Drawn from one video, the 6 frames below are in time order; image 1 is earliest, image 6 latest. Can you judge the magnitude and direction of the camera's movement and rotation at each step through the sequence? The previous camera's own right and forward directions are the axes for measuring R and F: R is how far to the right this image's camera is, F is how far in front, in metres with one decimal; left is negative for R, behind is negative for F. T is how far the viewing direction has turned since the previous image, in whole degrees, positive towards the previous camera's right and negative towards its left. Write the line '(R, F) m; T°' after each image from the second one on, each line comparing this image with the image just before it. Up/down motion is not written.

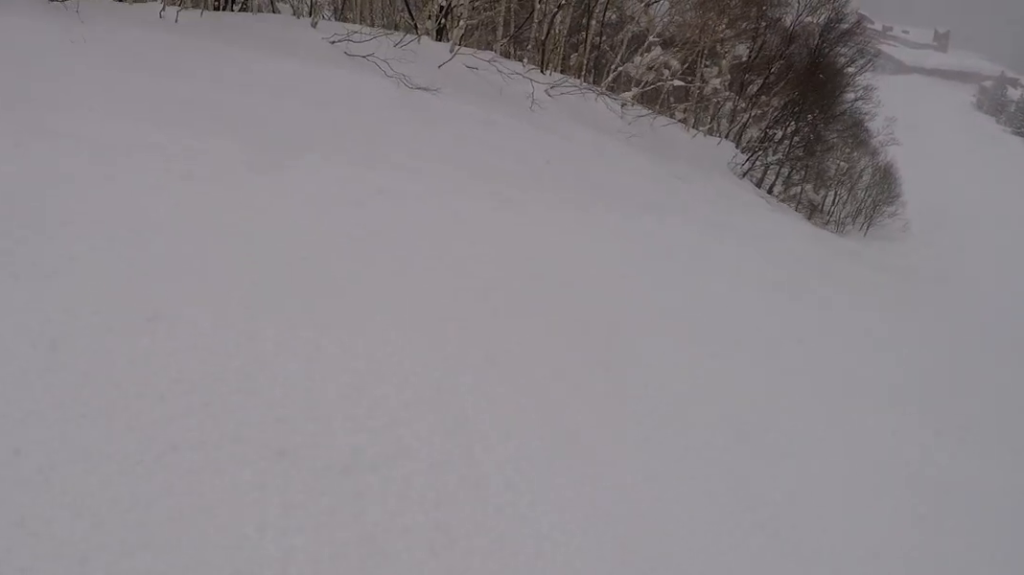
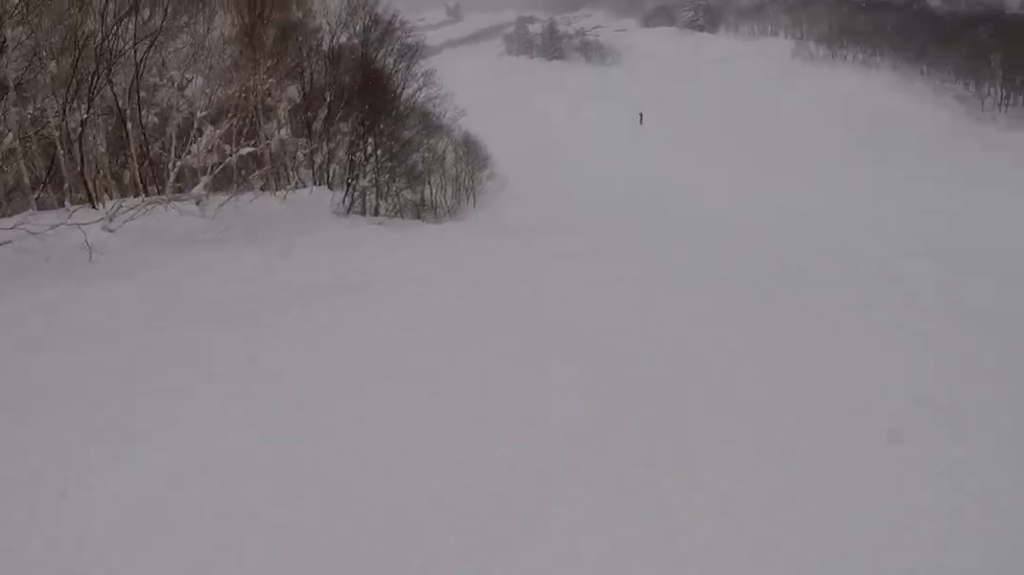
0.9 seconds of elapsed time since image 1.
(+0.3, +2.7) m; +37°
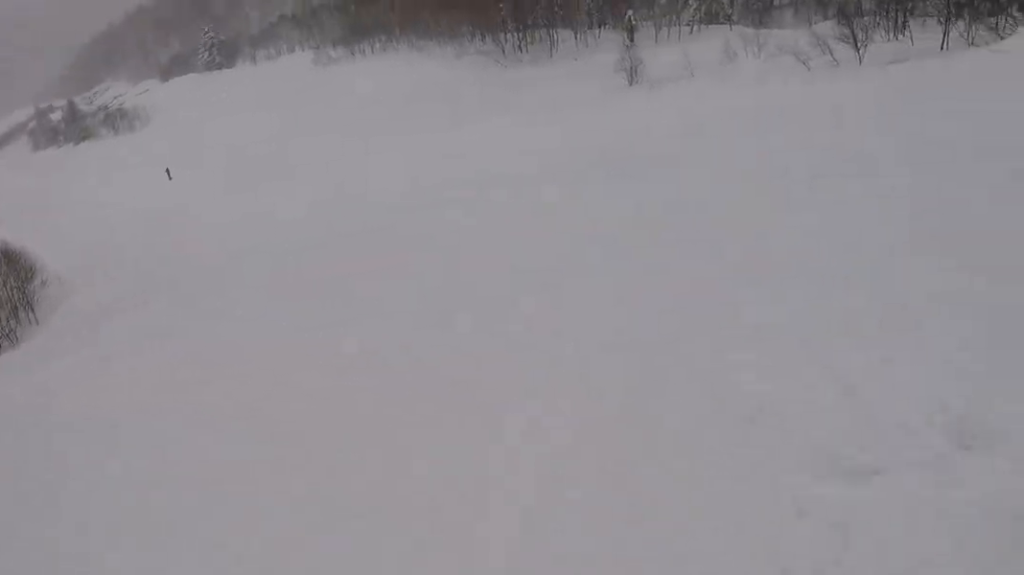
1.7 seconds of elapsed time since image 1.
(+1.7, +2.6) m; +23°
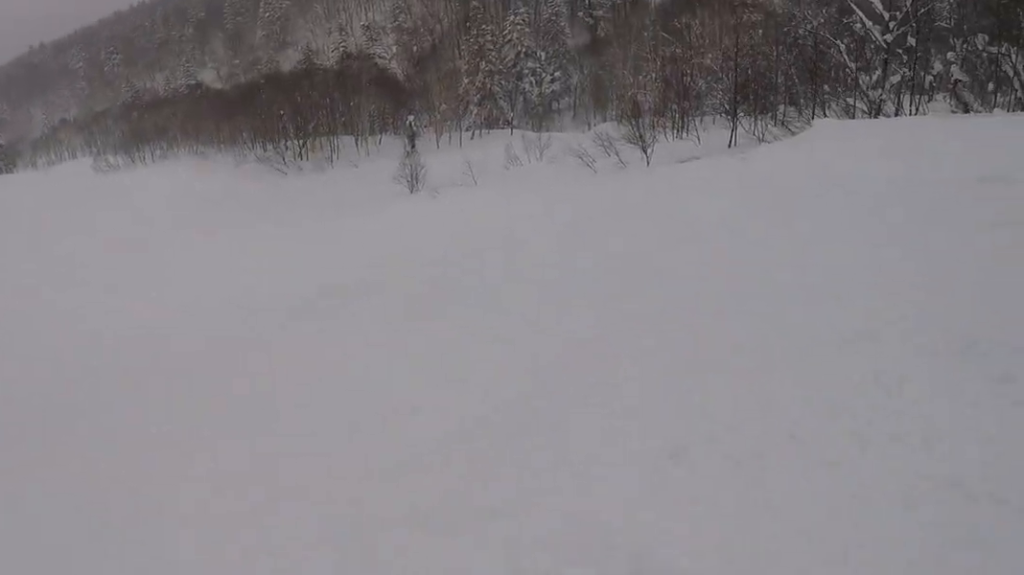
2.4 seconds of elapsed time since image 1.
(-0.5, +2.4) m; -12°
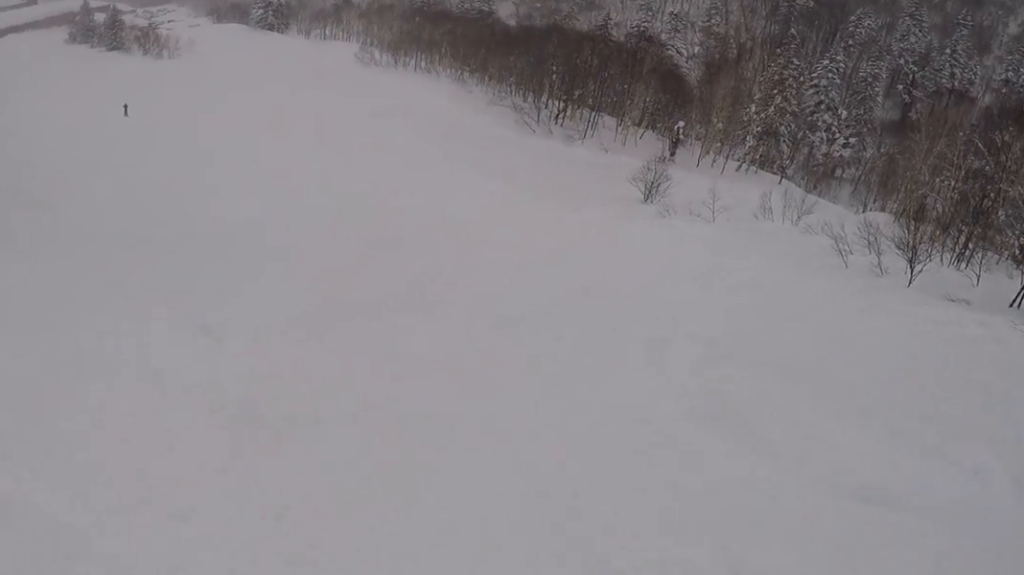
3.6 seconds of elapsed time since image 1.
(-0.8, +5.1) m; -46°
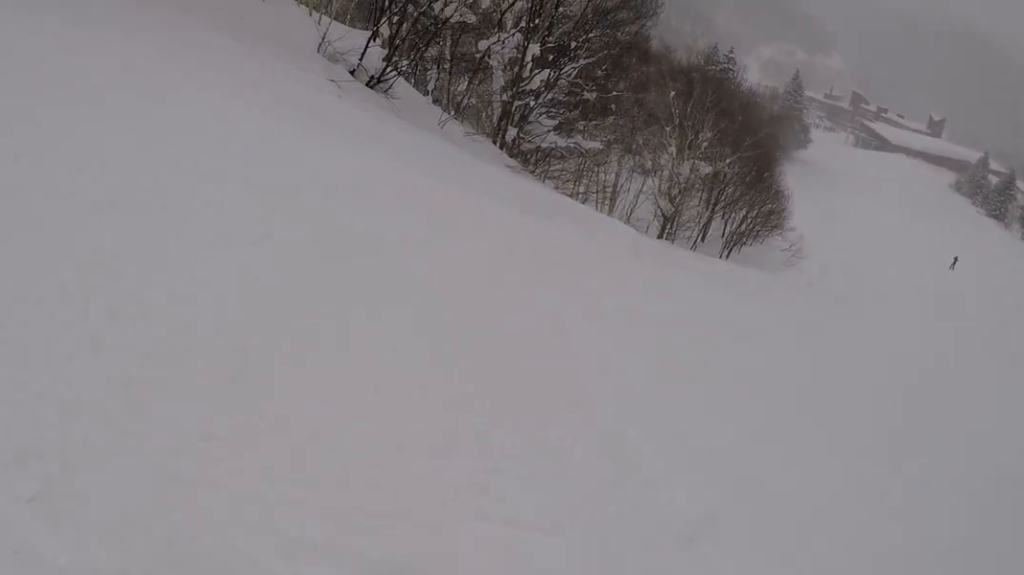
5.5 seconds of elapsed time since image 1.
(-5.4, +6.7) m; -30°
